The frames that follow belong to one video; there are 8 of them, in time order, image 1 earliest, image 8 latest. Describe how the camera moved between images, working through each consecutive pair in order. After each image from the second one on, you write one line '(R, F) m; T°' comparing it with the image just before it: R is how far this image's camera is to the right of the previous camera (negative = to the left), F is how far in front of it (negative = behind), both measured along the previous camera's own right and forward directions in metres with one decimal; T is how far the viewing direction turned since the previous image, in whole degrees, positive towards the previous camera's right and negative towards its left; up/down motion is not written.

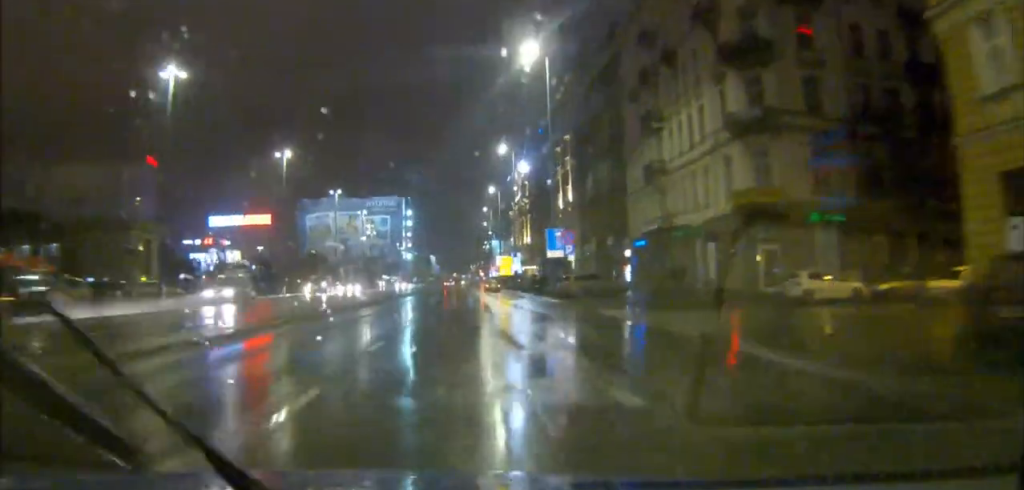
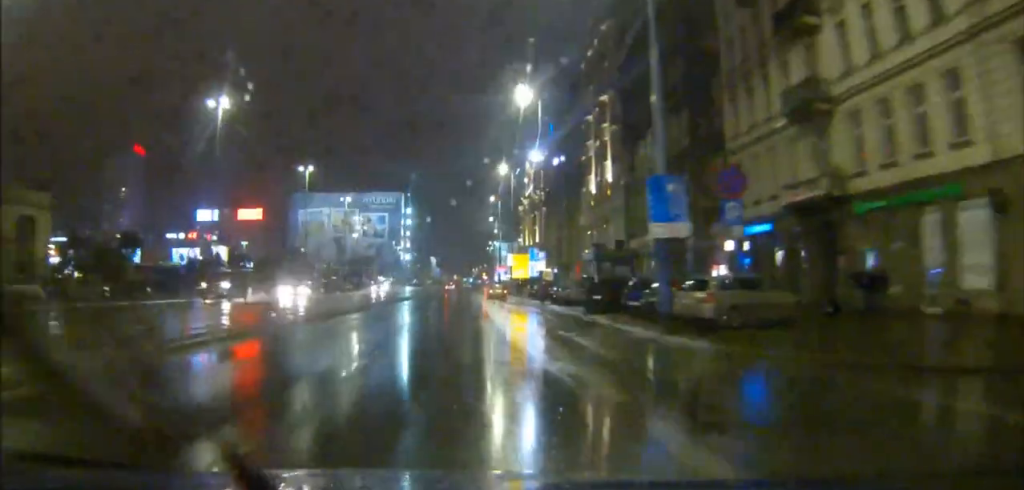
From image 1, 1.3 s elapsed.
(-0.1, +26.5) m; 0°
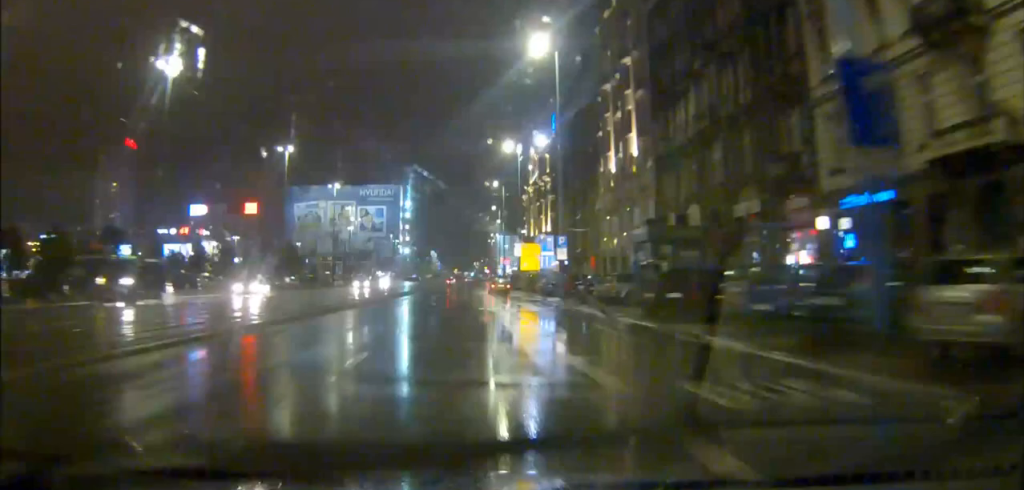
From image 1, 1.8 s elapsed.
(0.0, +11.9) m; 0°
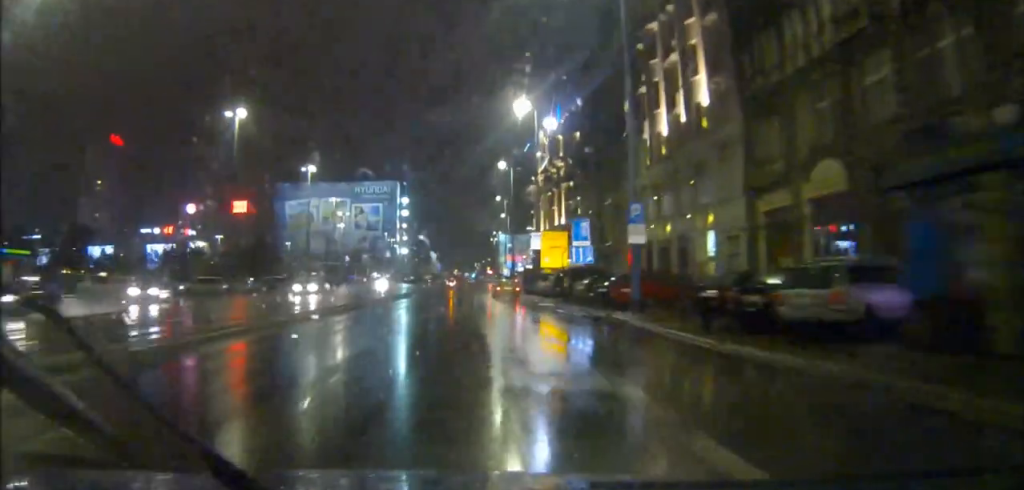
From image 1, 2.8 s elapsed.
(+0.1, +20.4) m; 0°
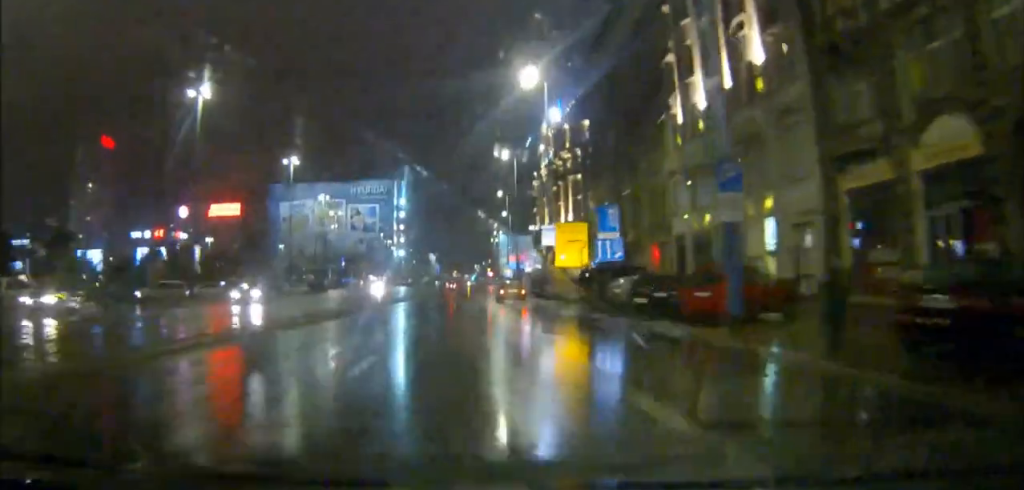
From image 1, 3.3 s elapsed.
(0.0, +9.8) m; 0°
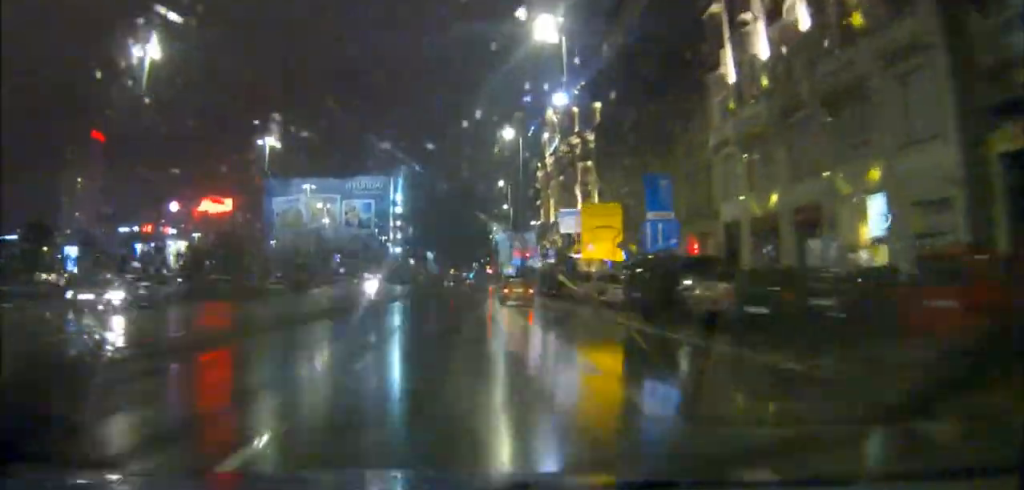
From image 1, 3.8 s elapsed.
(0.0, +11.1) m; 0°
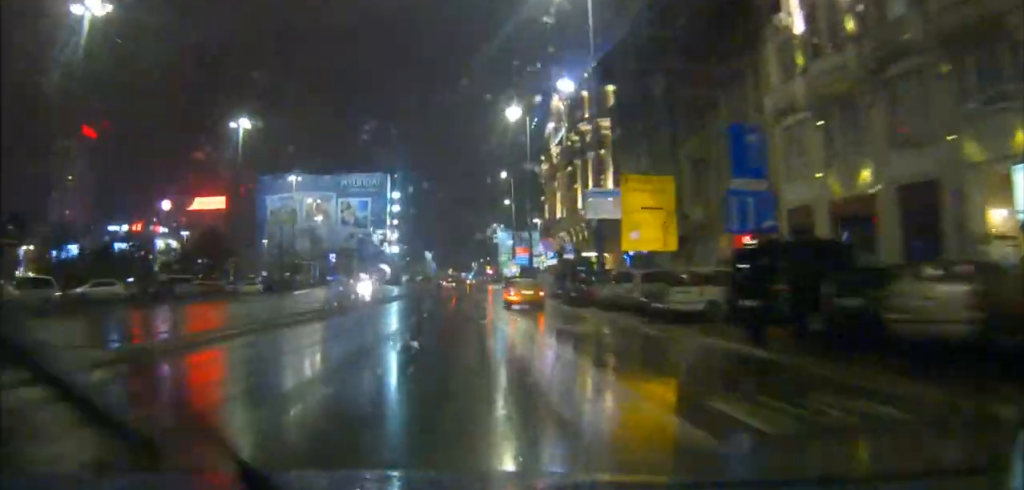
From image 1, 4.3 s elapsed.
(+0.1, +9.6) m; 0°
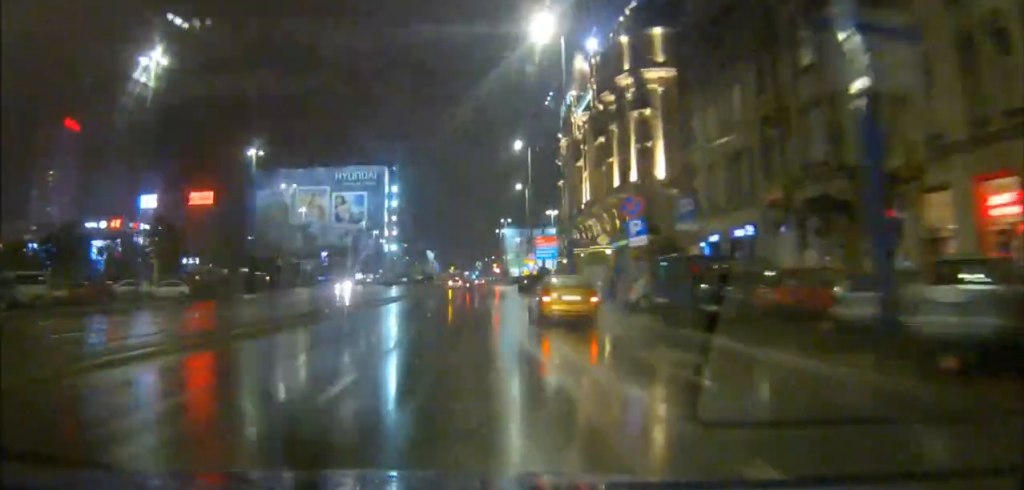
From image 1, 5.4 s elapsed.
(-0.1, +22.8) m; 0°
